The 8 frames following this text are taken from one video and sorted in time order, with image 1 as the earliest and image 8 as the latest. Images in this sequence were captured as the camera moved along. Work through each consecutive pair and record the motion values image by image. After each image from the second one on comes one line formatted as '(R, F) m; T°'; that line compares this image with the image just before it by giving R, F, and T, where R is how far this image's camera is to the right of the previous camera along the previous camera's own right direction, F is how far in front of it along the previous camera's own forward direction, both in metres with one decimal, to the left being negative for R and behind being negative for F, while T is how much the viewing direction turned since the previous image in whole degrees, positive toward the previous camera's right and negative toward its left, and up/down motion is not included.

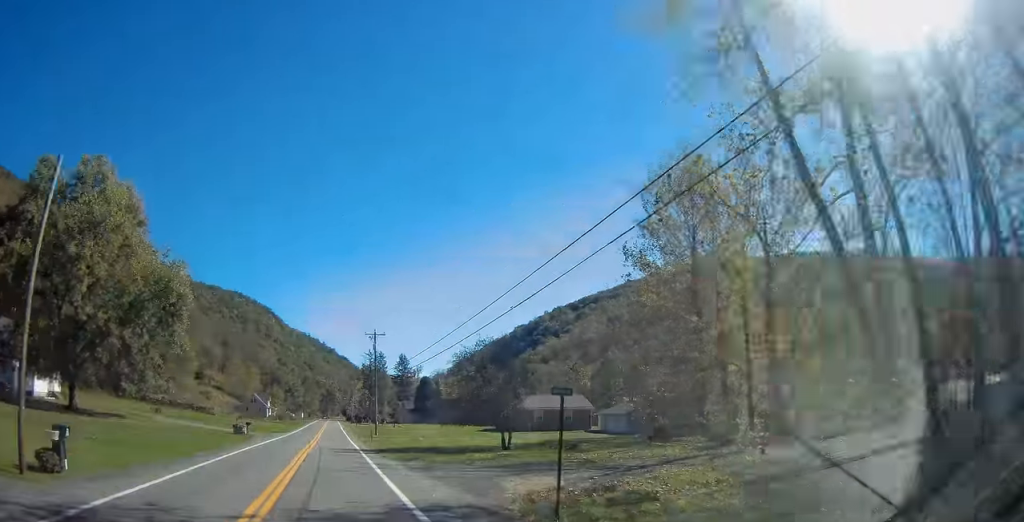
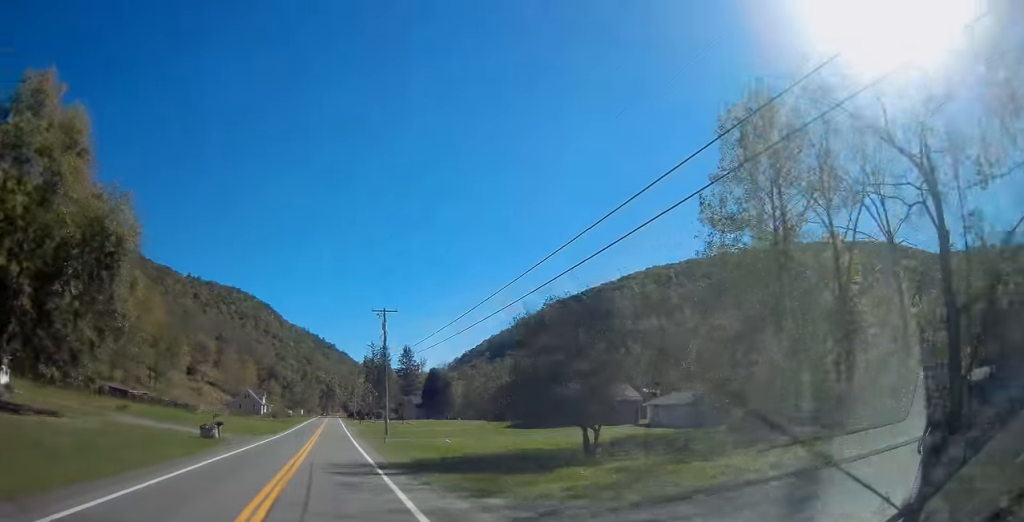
(-0.3, +12.9) m; -1°
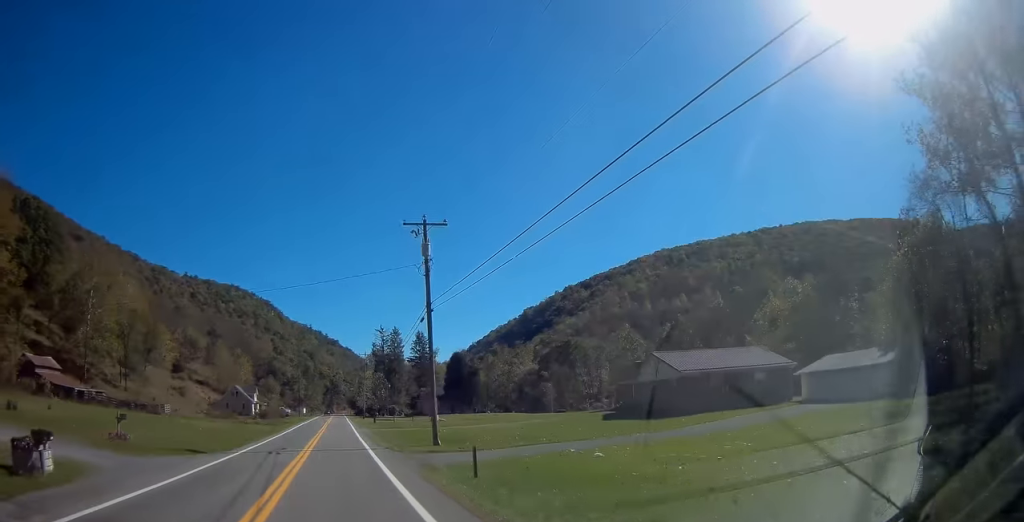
(-0.2, +24.6) m; 0°
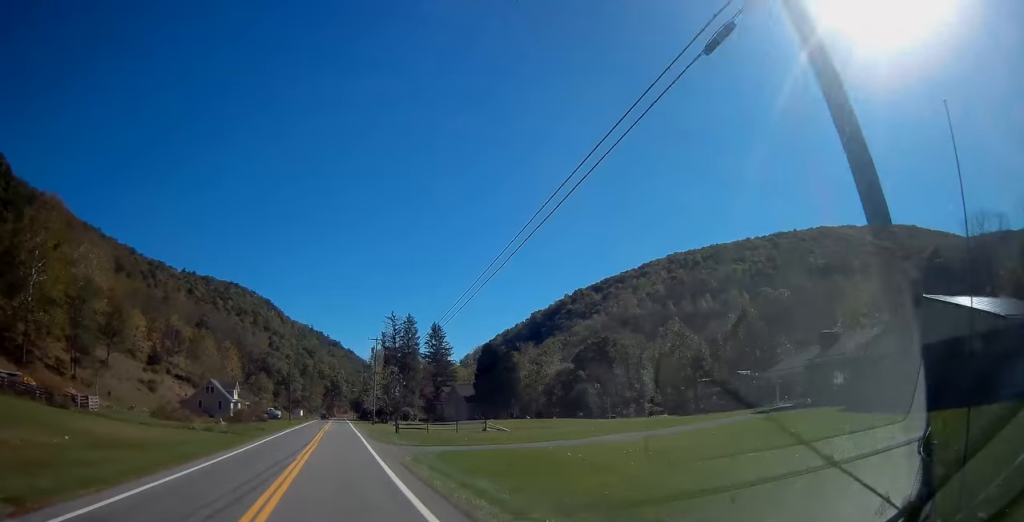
(+0.1, +26.5) m; 0°
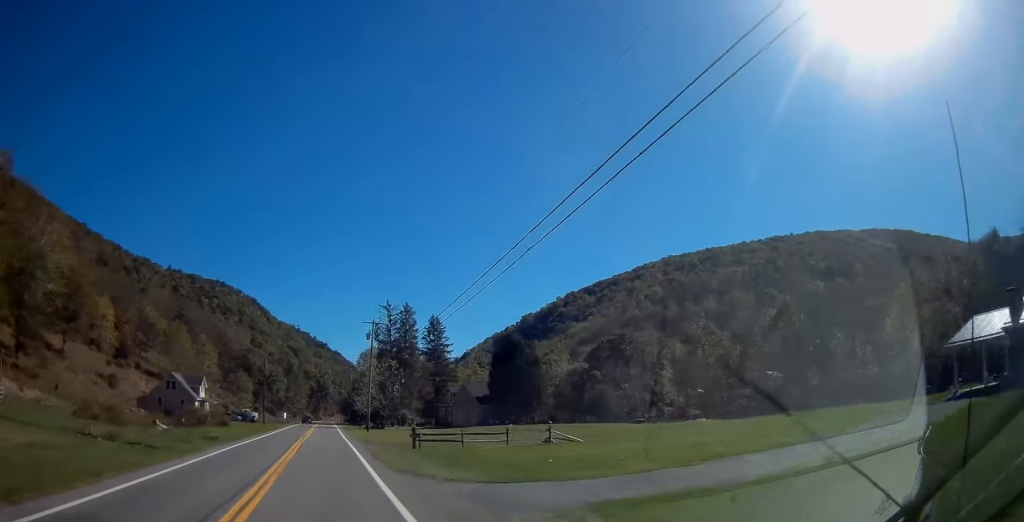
(0.0, +17.2) m; 0°
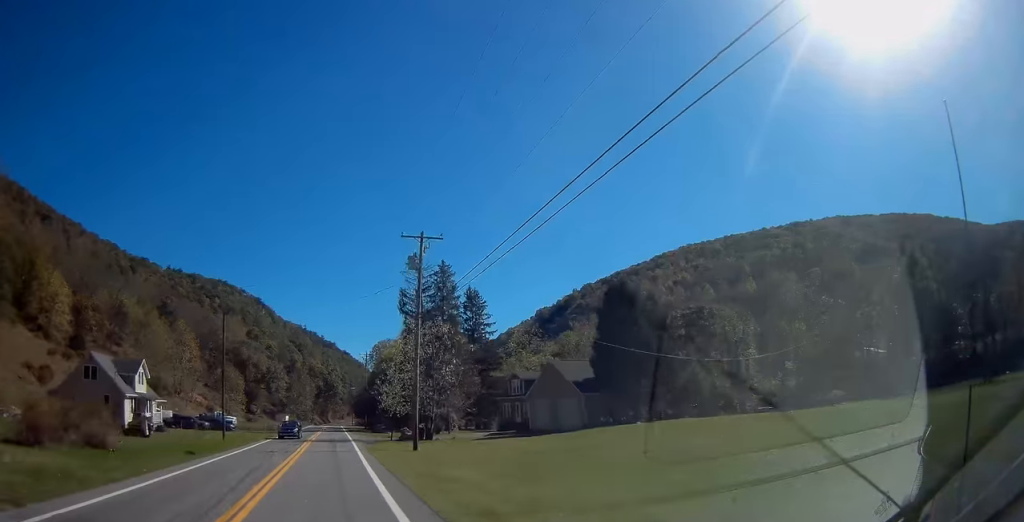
(0.0, +31.9) m; 0°
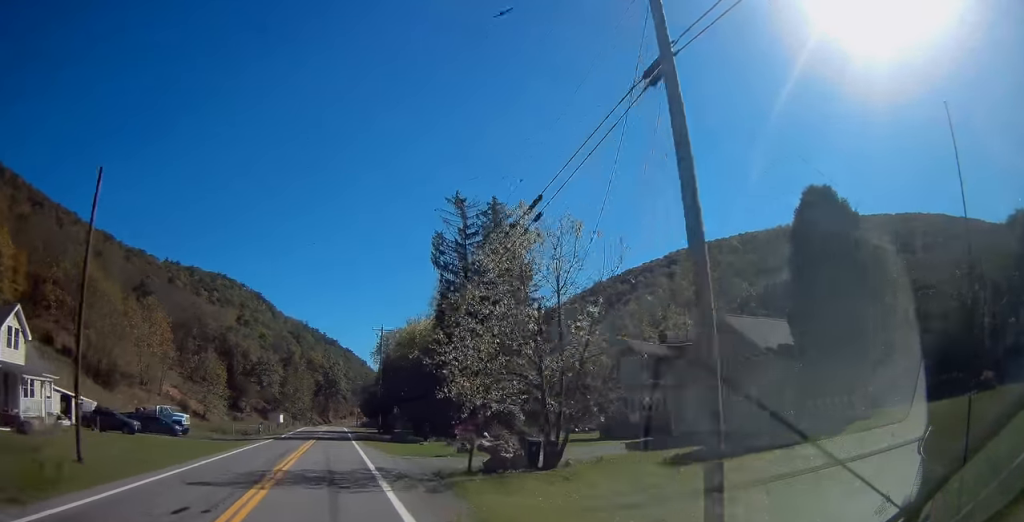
(0.0, +25.5) m; 0°
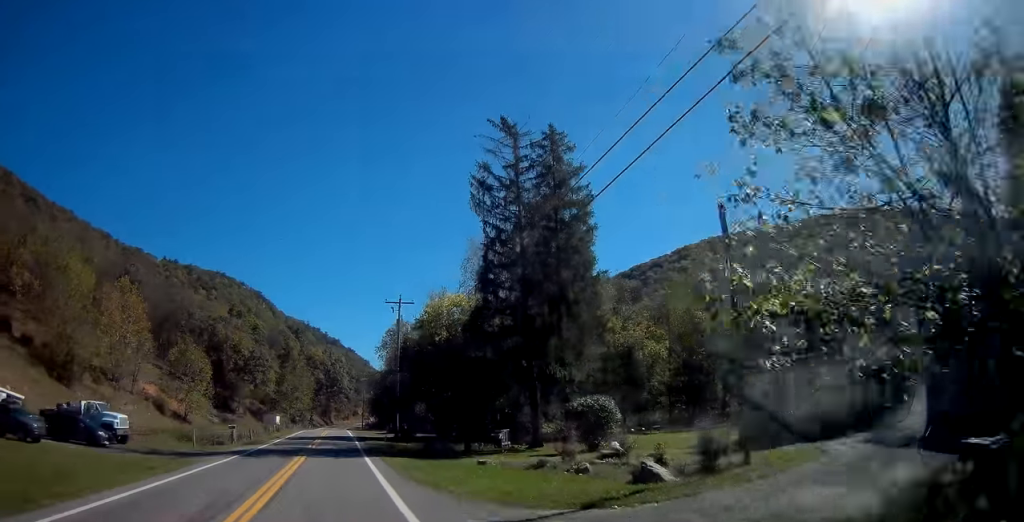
(-0.1, +16.2) m; 0°
